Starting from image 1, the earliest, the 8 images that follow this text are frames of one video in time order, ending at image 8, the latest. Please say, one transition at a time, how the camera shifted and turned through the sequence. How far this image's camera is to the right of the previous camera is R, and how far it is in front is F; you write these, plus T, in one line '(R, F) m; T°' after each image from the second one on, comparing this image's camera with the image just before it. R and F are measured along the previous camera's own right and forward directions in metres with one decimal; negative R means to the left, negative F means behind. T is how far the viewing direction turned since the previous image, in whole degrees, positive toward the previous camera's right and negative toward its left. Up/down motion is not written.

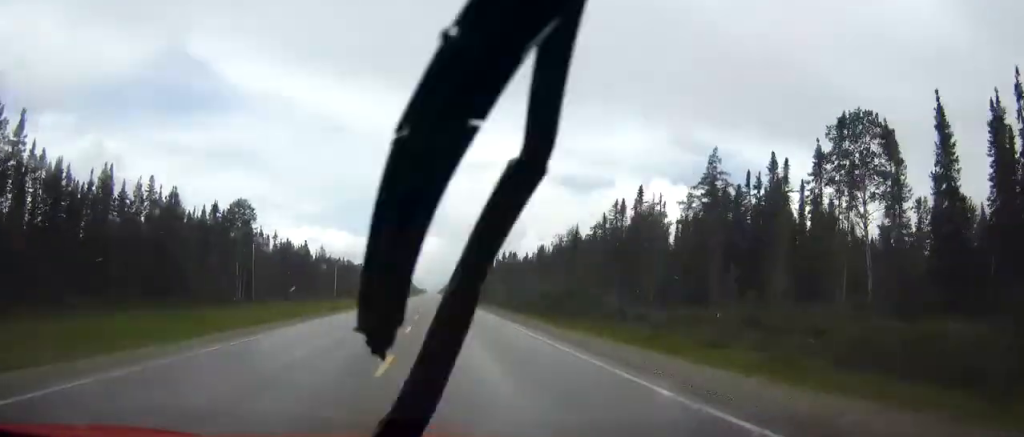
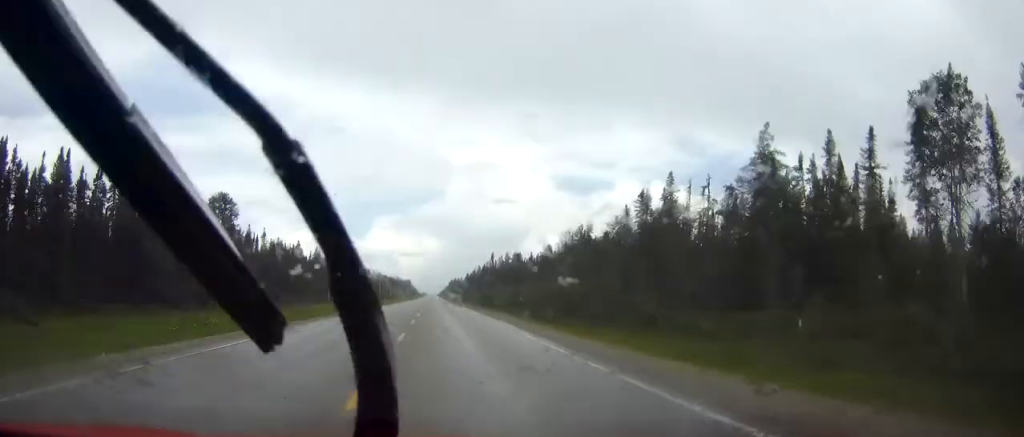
(0.0, +11.3) m; 0°
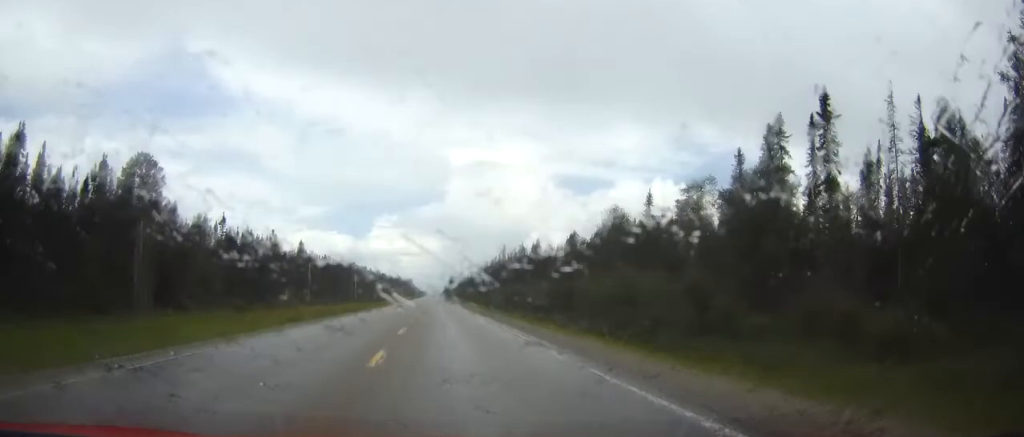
(0.0, +32.1) m; 0°
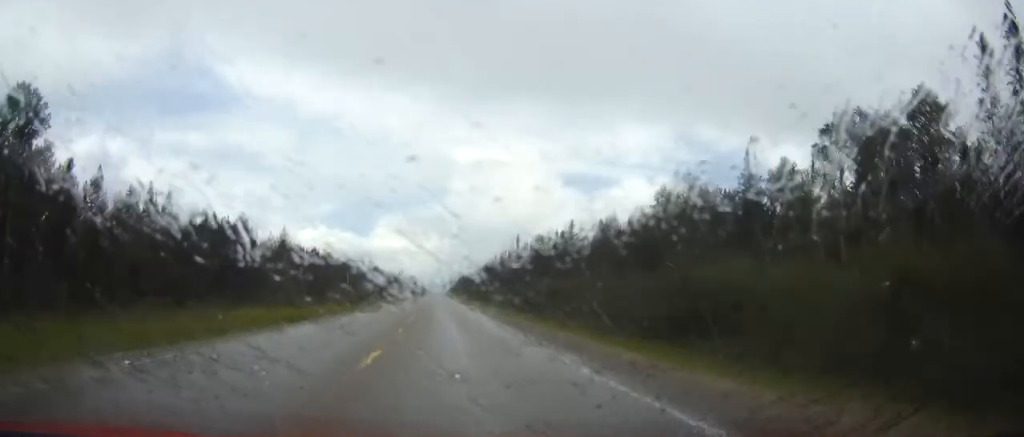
(0.0, +28.3) m; 0°
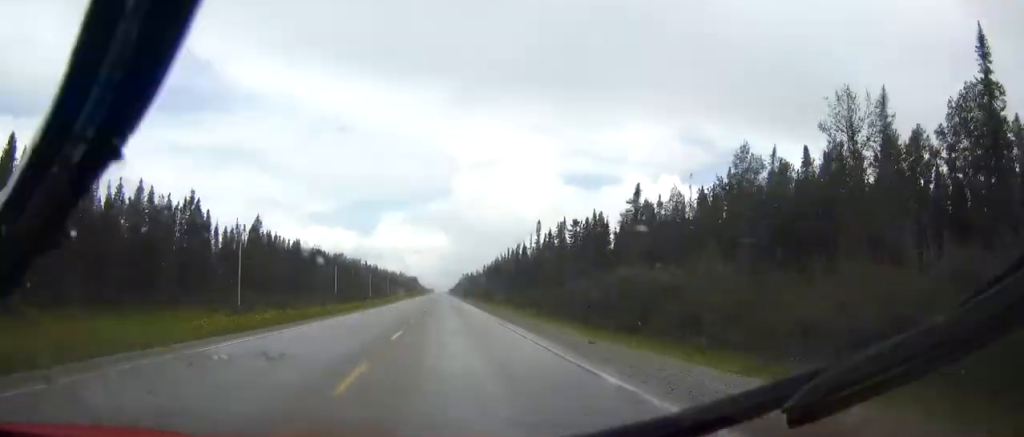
(0.0, +30.2) m; 0°
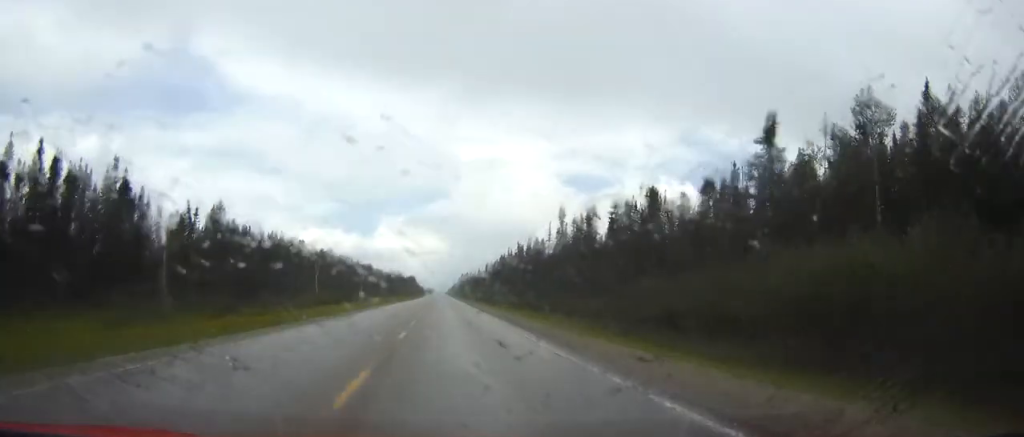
(+0.1, +27.4) m; 0°
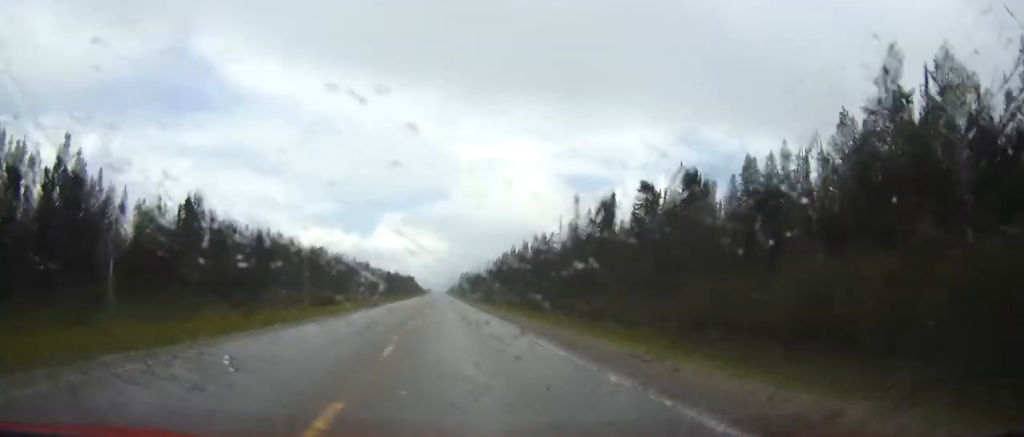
(+0.1, +12.3) m; 0°
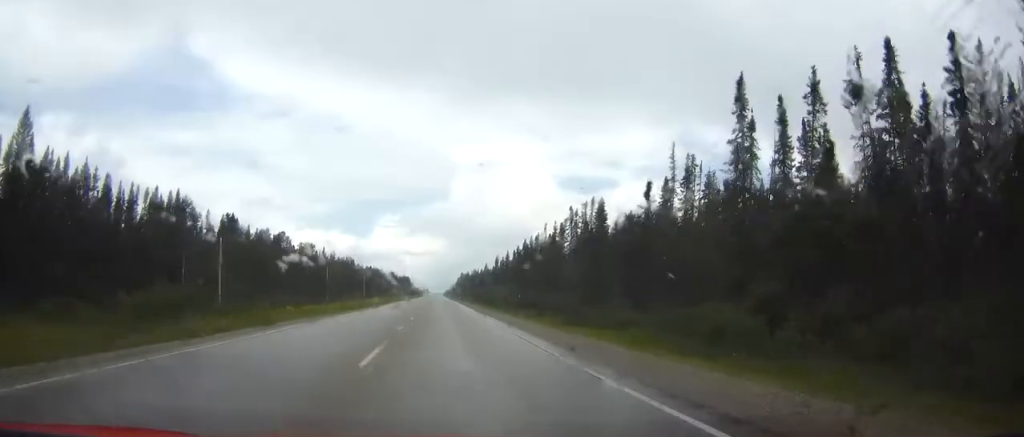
(0.0, +56.6) m; +1°
